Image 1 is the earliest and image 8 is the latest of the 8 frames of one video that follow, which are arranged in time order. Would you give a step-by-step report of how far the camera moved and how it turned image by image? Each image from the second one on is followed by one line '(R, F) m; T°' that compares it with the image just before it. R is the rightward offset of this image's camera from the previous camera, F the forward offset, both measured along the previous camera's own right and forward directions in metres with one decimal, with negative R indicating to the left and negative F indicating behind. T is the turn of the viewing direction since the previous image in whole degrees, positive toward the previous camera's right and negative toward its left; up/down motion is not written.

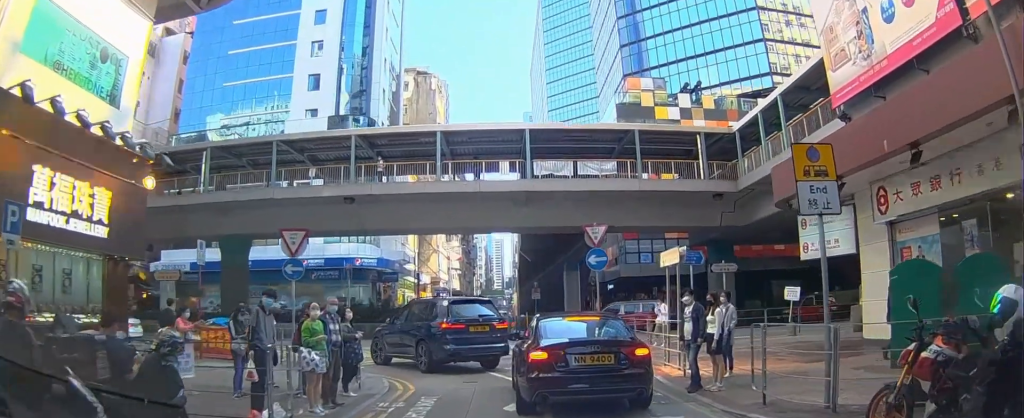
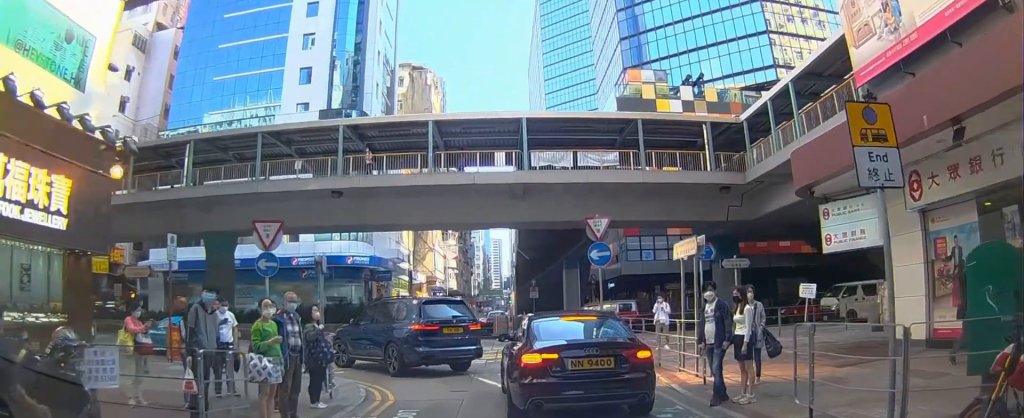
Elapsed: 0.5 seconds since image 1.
(0.0, +1.6) m; +2°
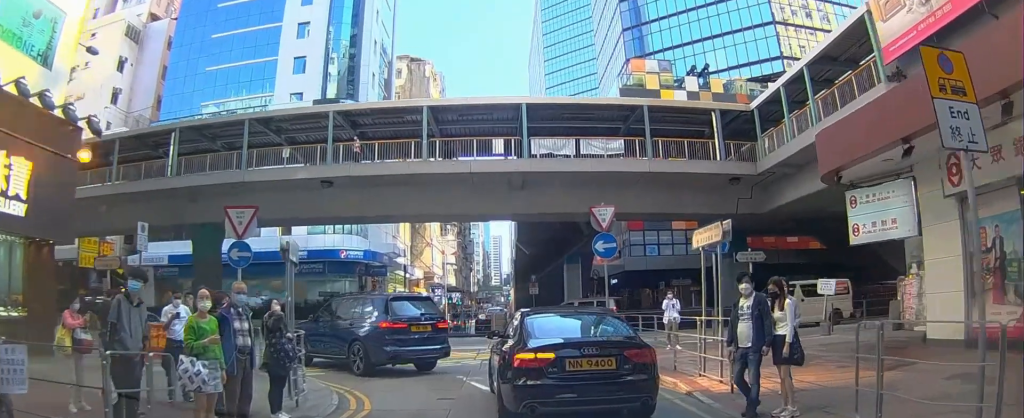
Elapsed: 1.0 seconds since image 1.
(0.0, +1.4) m; +2°
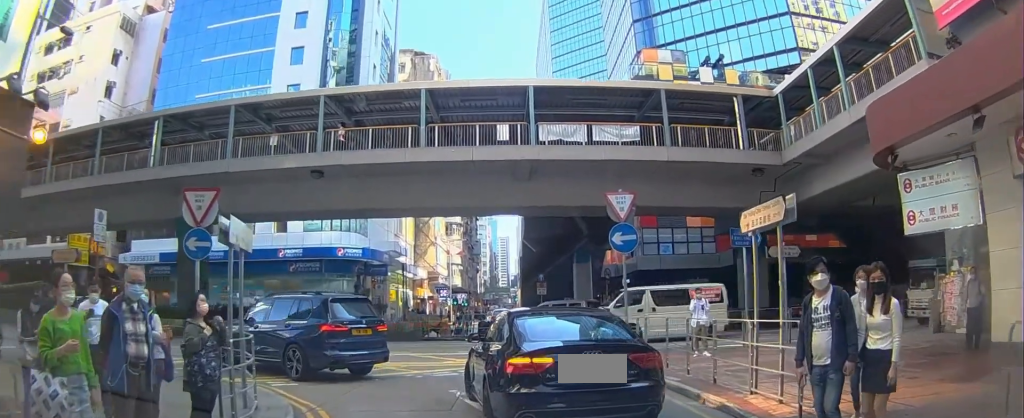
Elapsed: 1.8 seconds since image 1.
(+0.1, +2.1) m; +5°
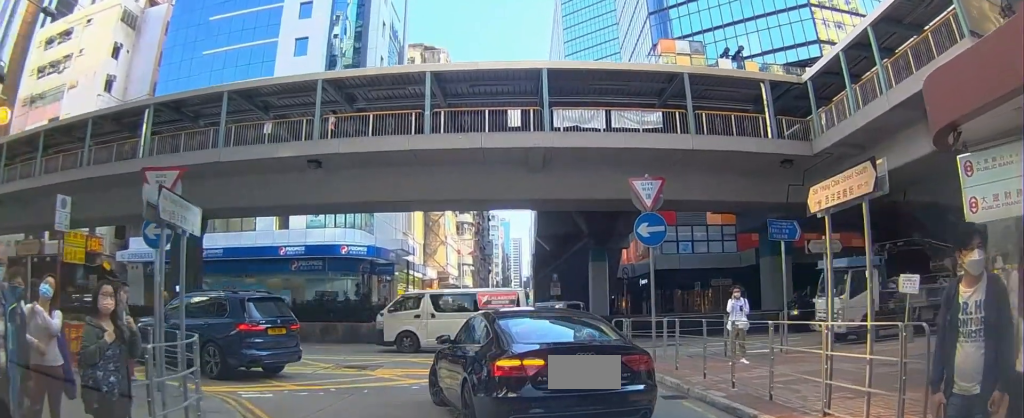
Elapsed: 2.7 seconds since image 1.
(+0.1, +1.9) m; +5°
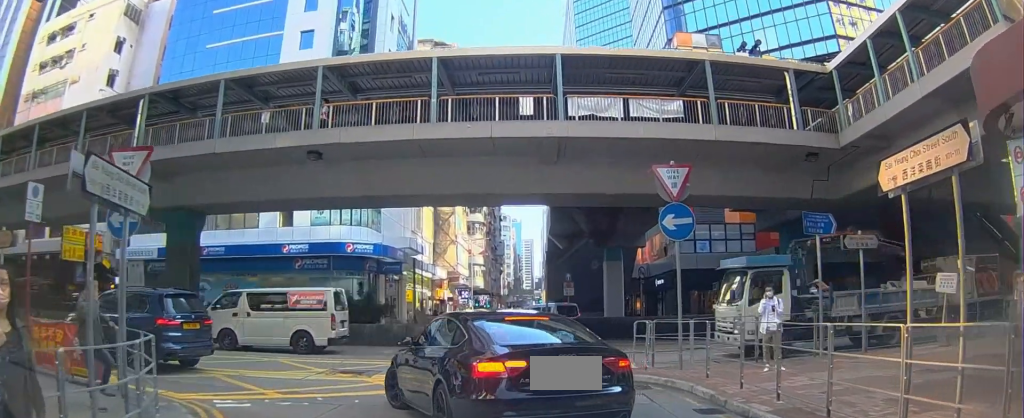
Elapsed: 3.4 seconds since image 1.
(0.0, +1.4) m; +4°
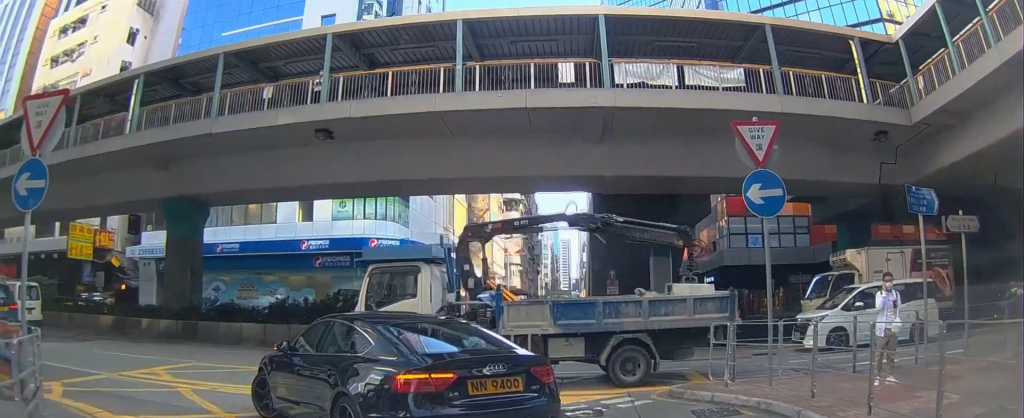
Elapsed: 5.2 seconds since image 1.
(+0.1, +3.4) m; -3°
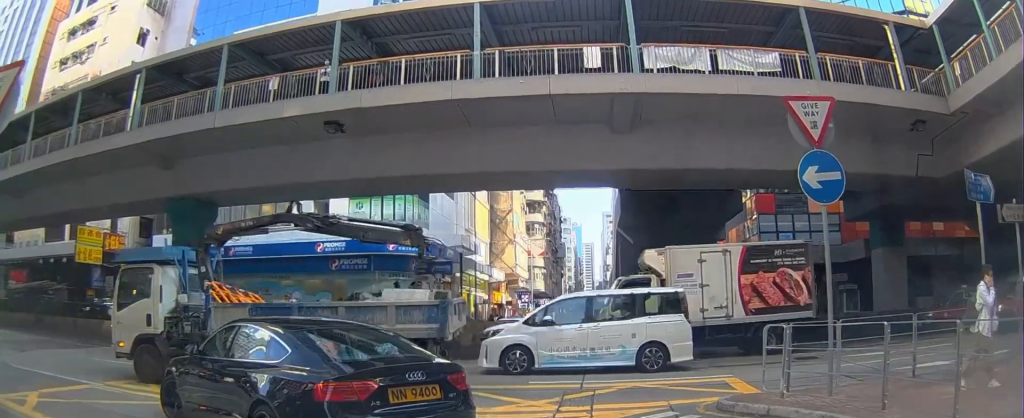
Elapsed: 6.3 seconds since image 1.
(-0.2, +2.0) m; -11°
